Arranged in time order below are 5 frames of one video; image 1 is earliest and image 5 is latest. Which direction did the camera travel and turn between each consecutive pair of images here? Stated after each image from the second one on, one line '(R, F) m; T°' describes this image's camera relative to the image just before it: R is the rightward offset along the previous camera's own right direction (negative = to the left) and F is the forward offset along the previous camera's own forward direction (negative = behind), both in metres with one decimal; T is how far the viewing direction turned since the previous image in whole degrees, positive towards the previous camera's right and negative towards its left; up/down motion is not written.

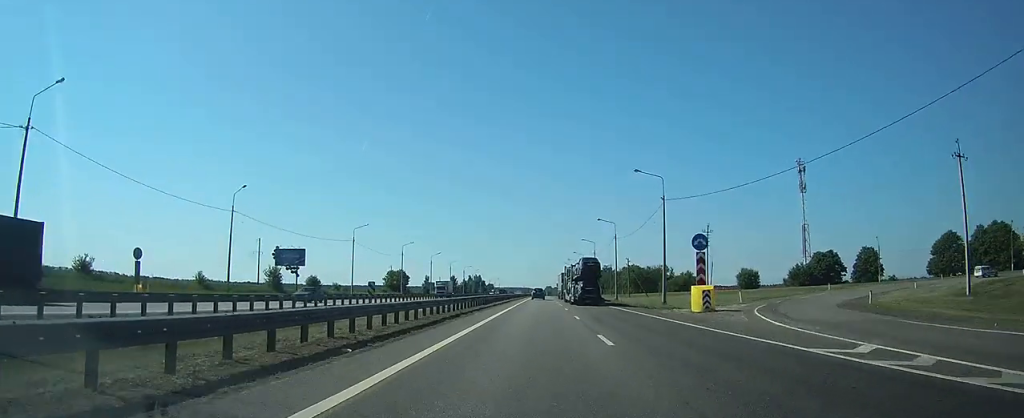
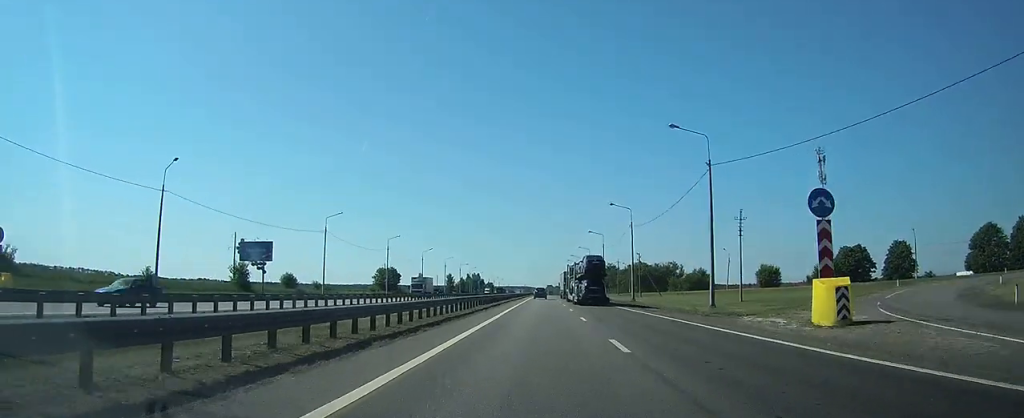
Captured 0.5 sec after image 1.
(0.0, +13.3) m; 0°
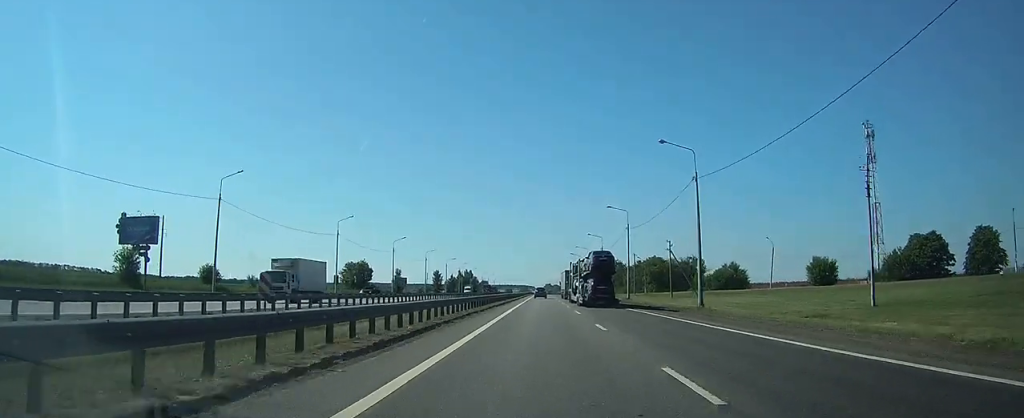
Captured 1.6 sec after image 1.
(+0.1, +28.7) m; 0°
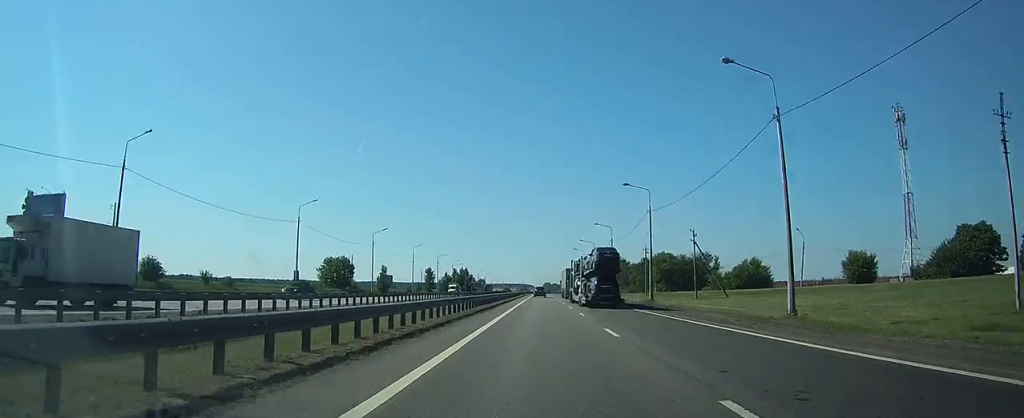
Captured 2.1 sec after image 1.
(0.0, +14.6) m; 0°
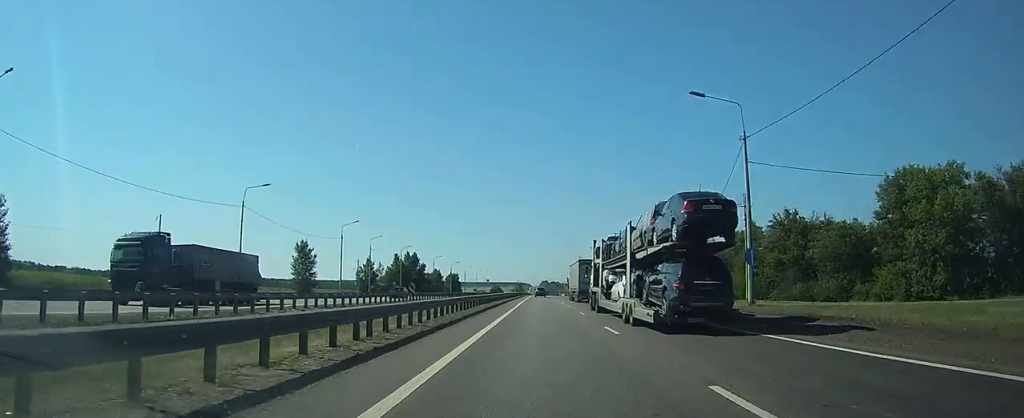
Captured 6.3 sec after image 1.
(+2.1, +121.1) m; +1°
